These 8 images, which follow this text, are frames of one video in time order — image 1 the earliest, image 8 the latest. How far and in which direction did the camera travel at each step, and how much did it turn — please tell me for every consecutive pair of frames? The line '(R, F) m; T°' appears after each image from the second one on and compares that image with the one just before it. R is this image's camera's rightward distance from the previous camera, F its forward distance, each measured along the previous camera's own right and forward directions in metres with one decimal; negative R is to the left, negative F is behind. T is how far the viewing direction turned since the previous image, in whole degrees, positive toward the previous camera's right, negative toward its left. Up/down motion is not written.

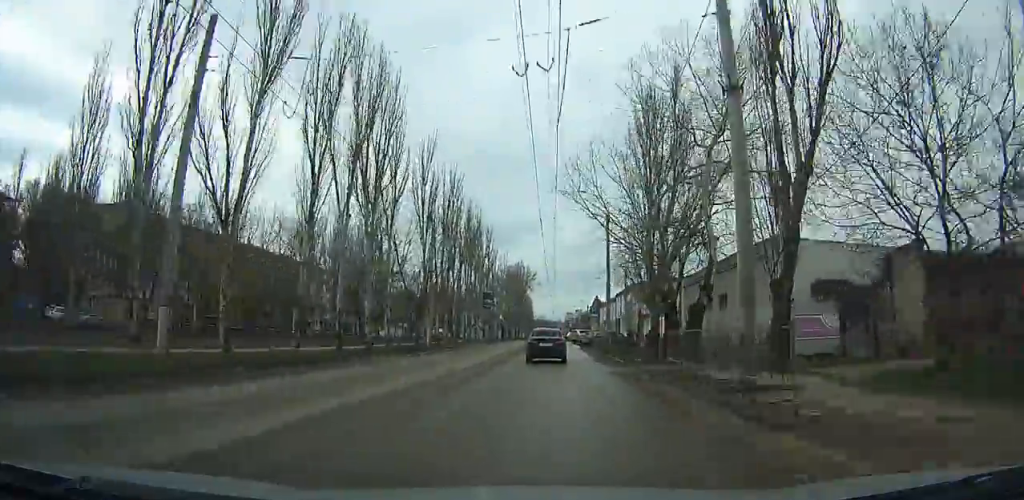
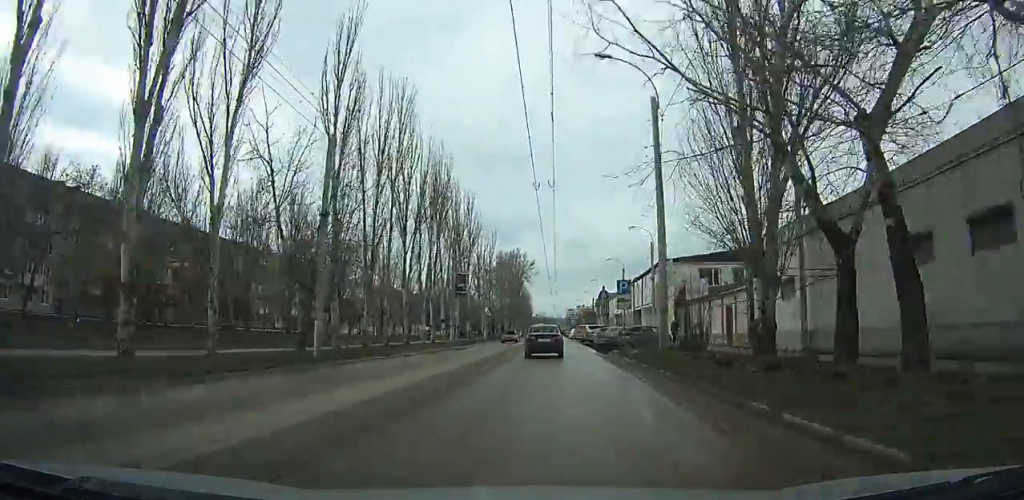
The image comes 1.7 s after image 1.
(-0.1, +21.5) m; 0°
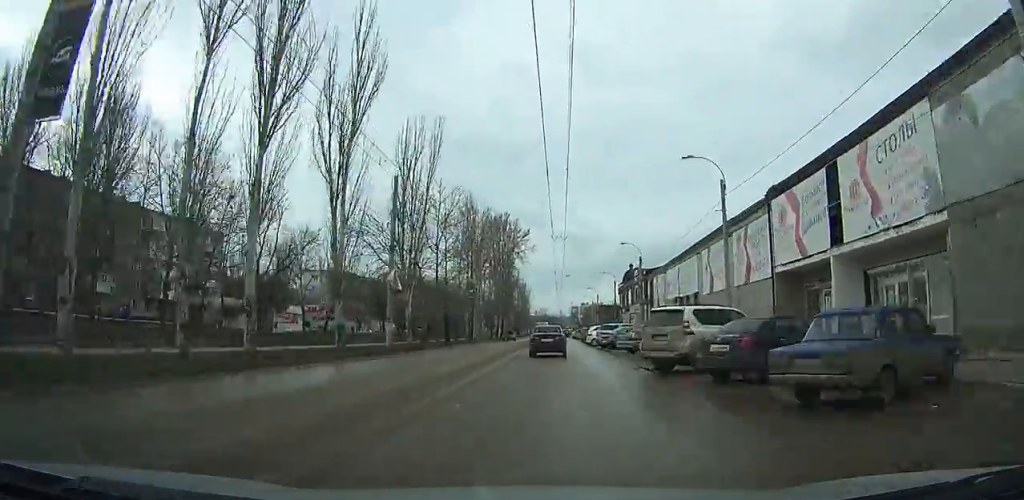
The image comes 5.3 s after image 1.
(-0.1, +46.2) m; 0°
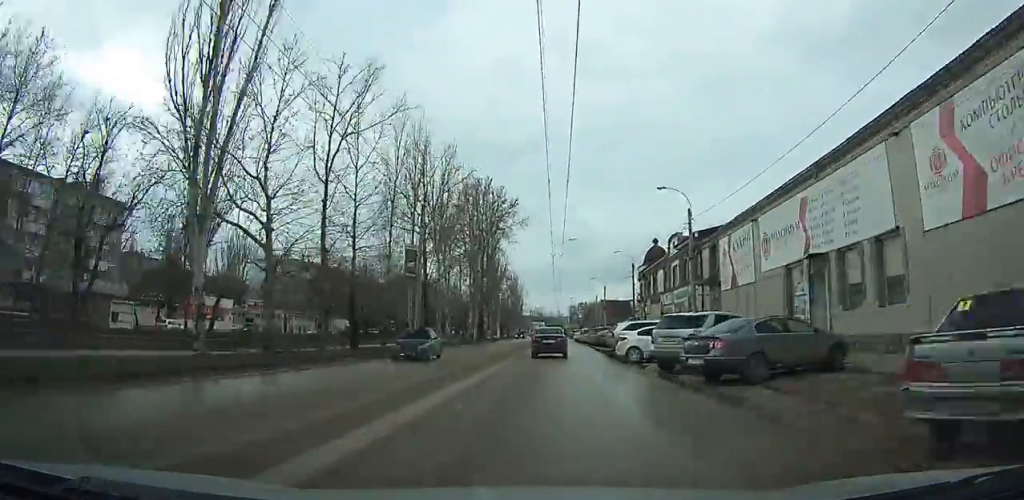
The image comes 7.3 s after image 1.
(0.0, +25.8) m; 0°
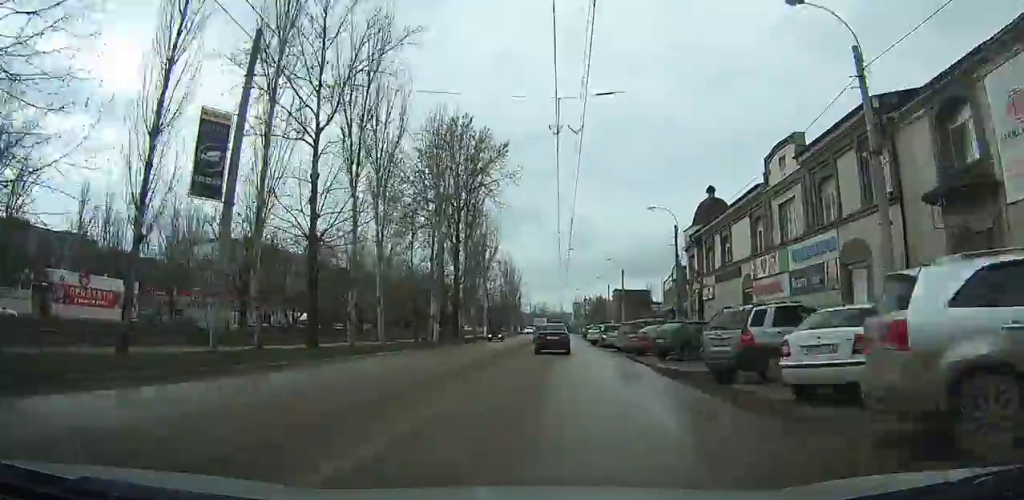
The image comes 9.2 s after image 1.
(0.0, +23.8) m; +1°
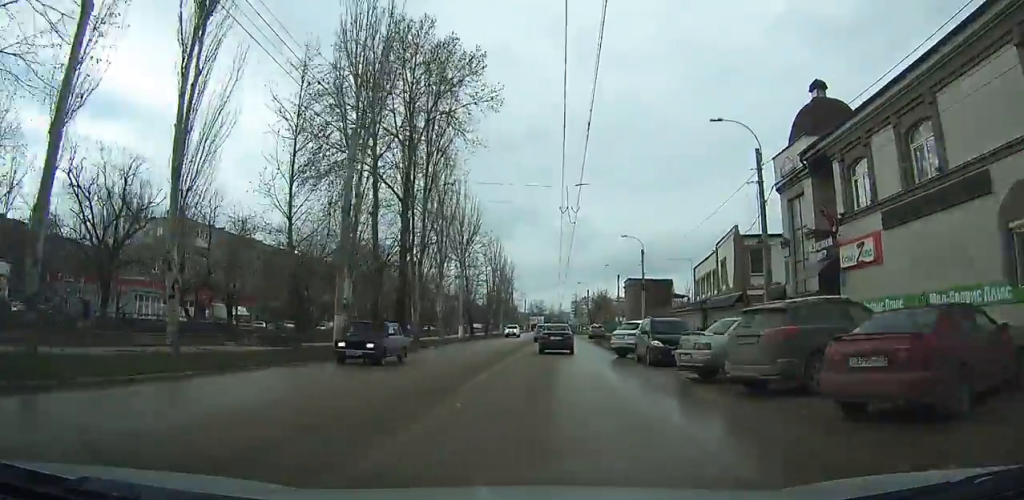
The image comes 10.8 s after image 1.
(+0.1, +20.1) m; +1°
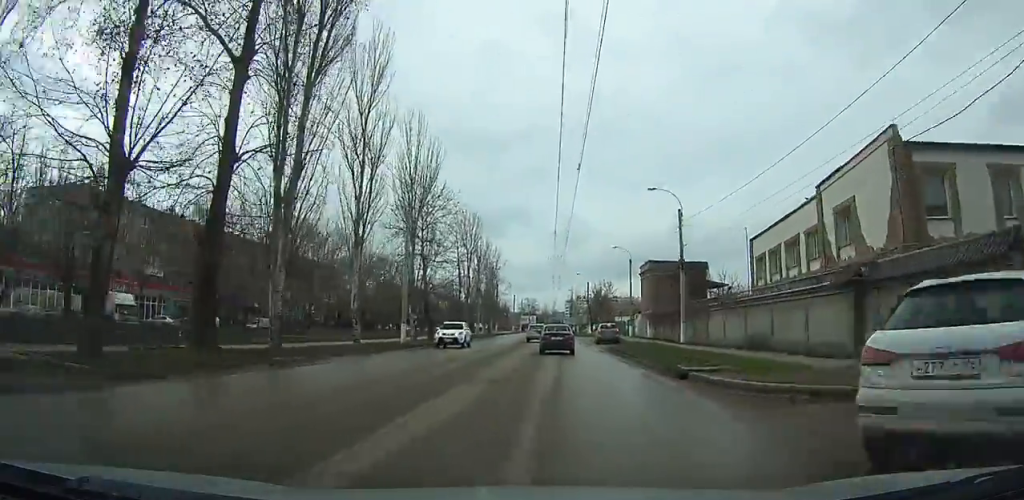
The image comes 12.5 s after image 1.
(+0.3, +21.3) m; +1°
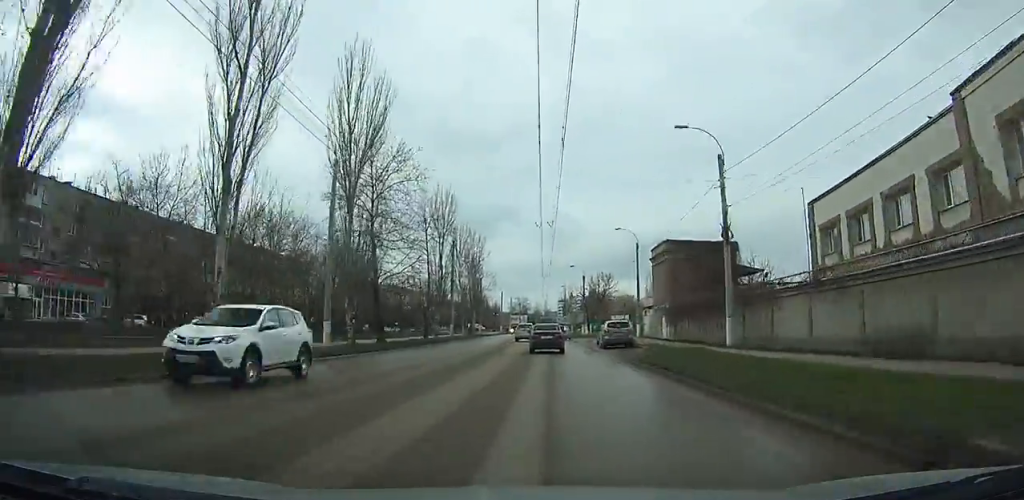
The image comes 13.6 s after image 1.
(+0.1, +12.9) m; 0°
